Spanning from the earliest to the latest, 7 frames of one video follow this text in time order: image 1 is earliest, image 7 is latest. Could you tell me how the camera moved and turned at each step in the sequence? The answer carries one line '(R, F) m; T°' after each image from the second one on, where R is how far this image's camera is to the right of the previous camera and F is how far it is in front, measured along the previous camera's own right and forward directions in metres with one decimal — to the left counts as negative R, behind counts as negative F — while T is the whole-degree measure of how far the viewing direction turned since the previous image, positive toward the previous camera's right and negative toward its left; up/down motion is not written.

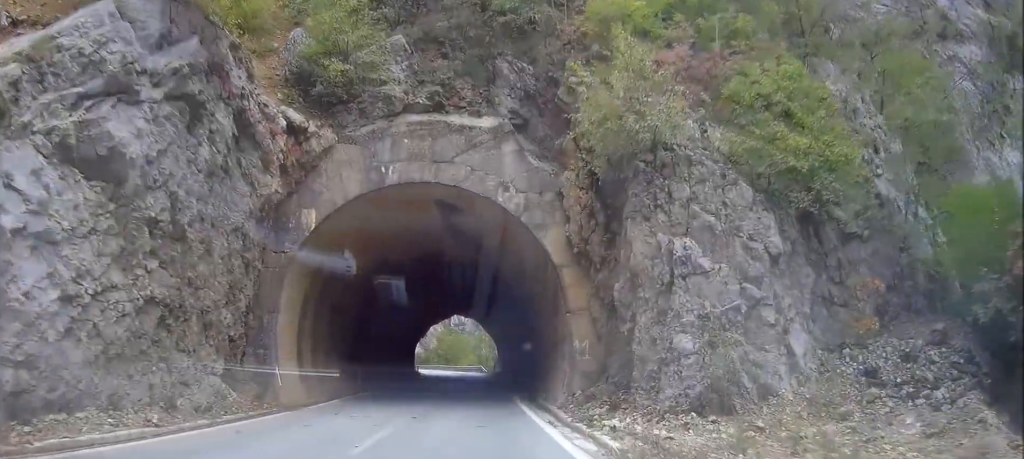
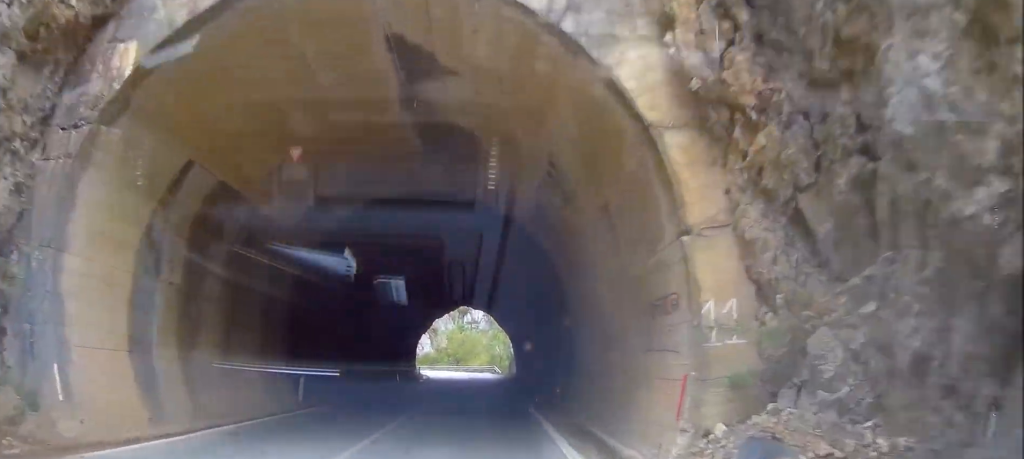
(+0.1, +13.4) m; +1°
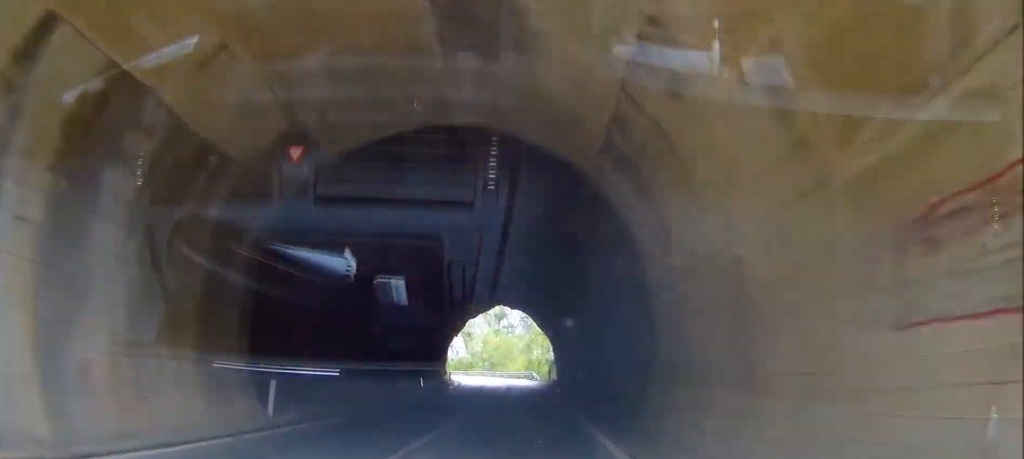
(+0.1, +6.8) m; 0°
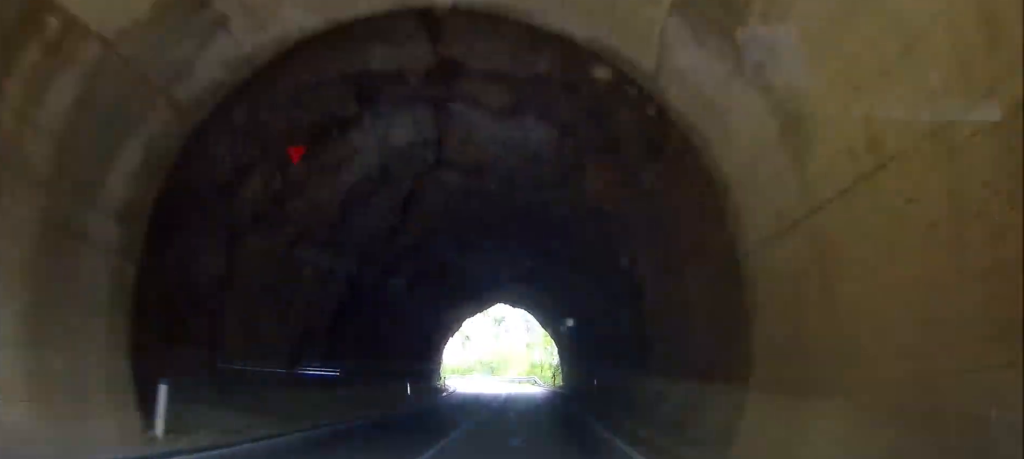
(-0.1, +5.4) m; 0°
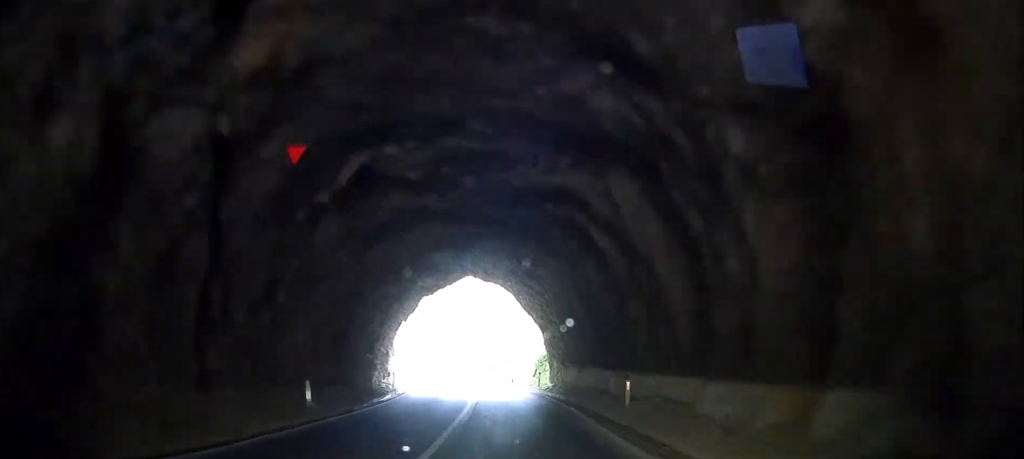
(0.0, +14.0) m; +1°
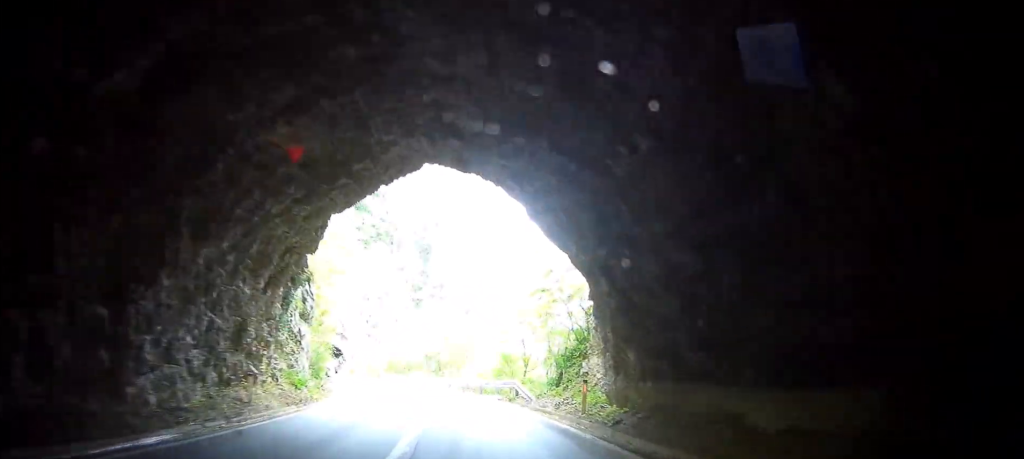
(+0.5, +23.5) m; 0°
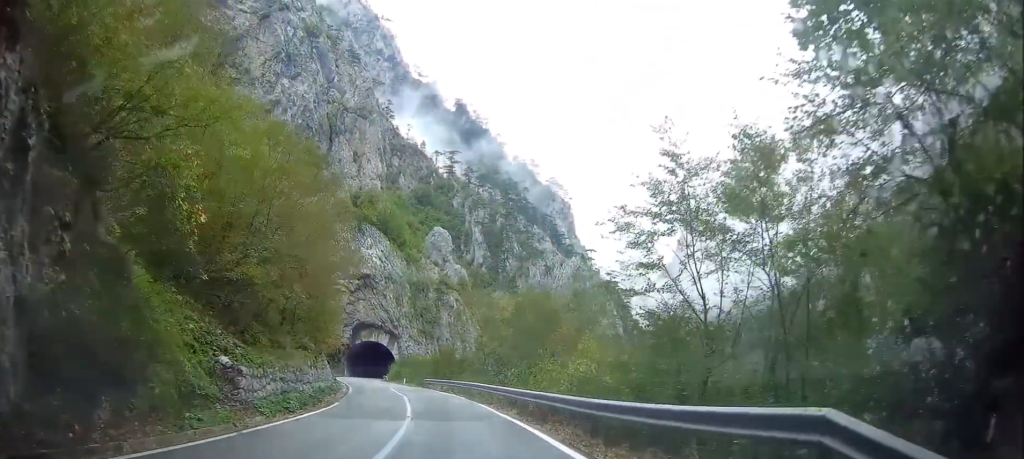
(-1.5, +23.1) m; -13°
